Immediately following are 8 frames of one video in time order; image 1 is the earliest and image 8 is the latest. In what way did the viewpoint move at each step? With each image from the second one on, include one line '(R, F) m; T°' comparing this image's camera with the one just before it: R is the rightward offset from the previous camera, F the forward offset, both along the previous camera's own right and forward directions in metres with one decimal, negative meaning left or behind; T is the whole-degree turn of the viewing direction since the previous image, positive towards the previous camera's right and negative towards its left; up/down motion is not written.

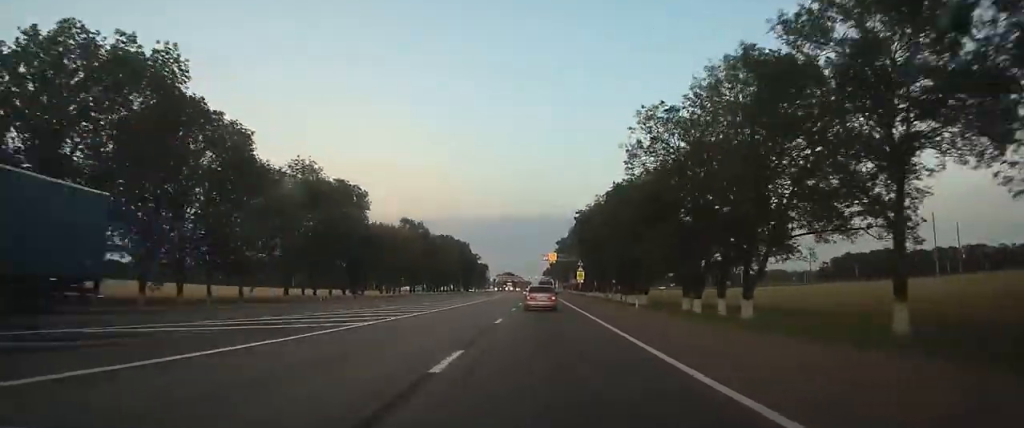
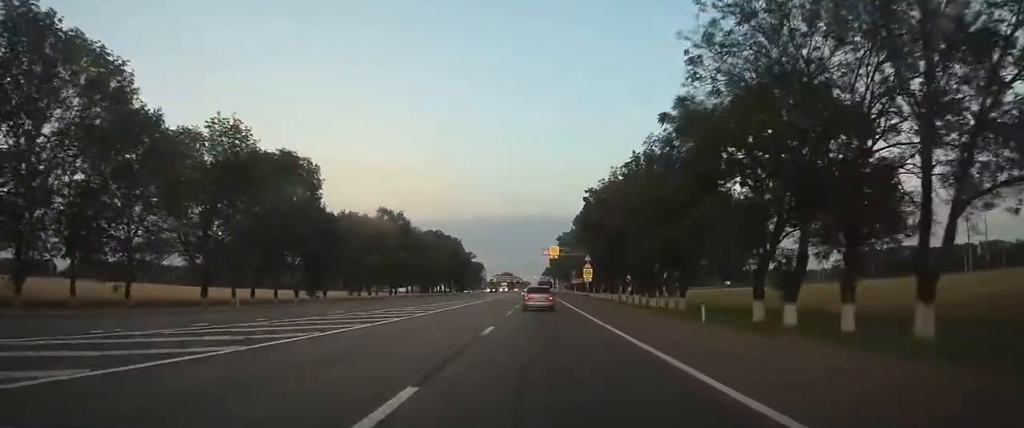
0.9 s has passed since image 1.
(0.0, +16.1) m; 0°
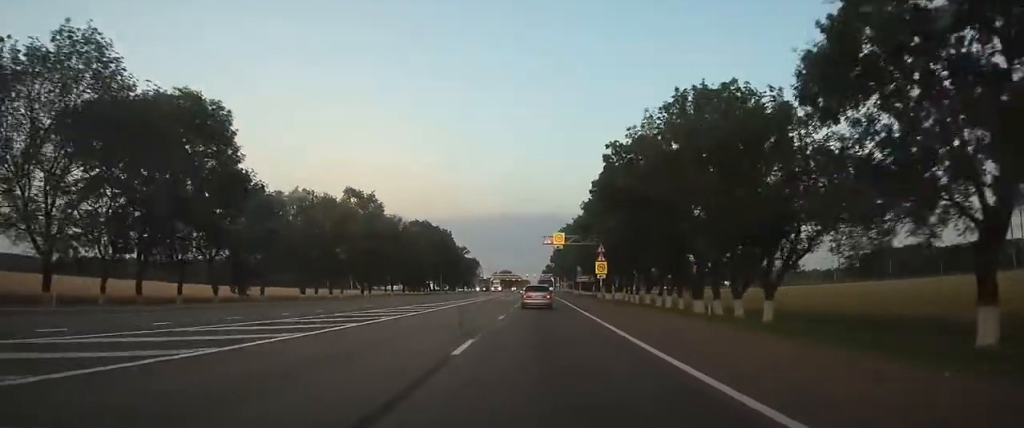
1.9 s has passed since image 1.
(0.0, +17.6) m; 0°
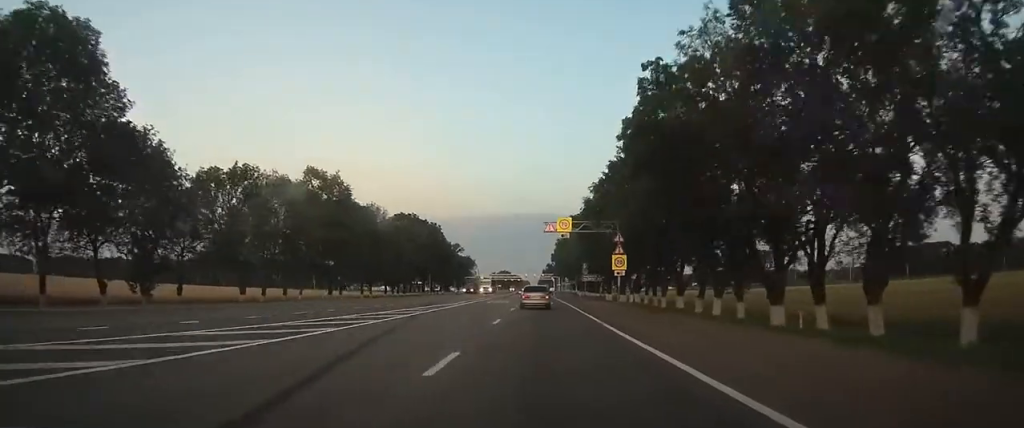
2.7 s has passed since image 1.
(0.0, +14.4) m; 0°
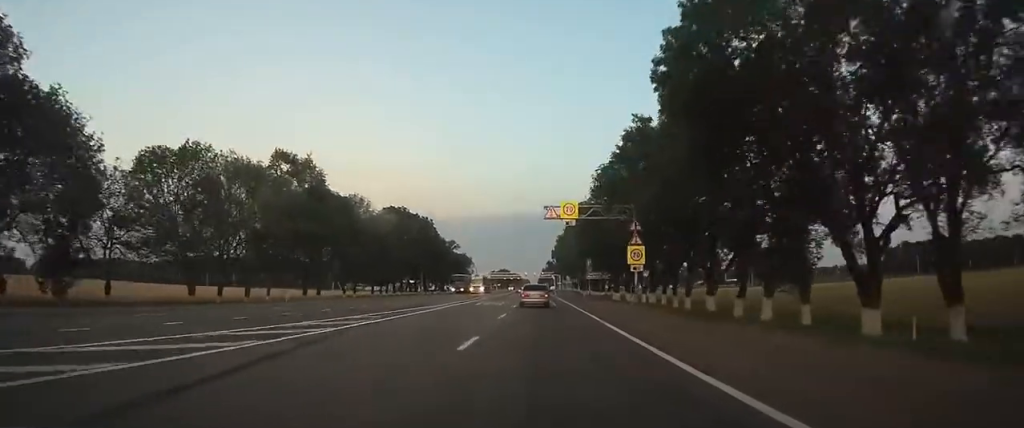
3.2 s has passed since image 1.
(0.0, +8.6) m; 0°
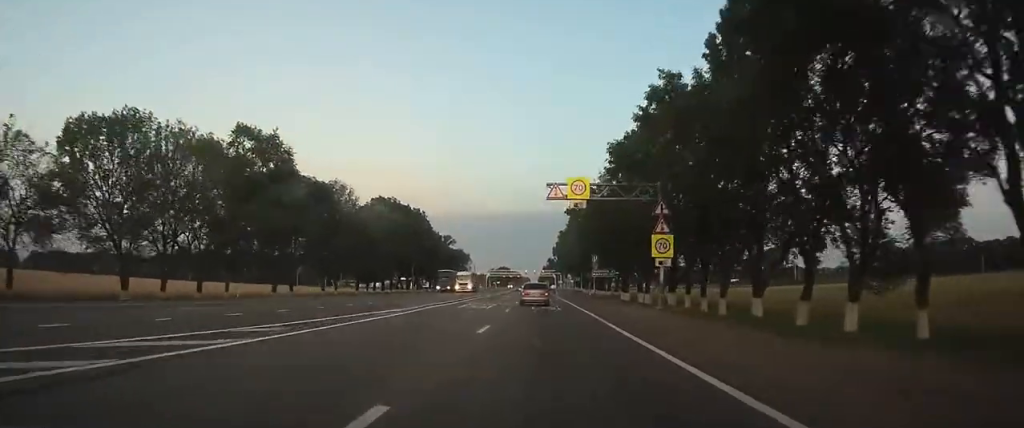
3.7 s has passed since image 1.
(0.0, +8.5) m; 0°
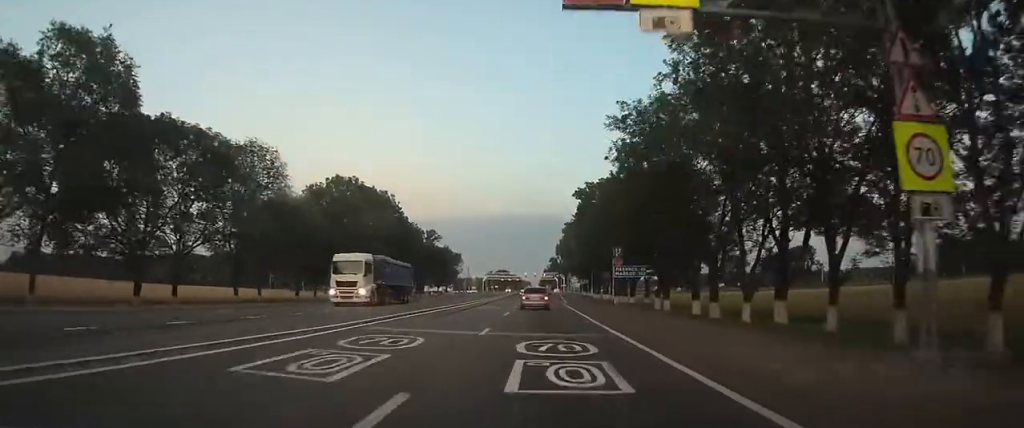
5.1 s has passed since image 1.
(0.0, +23.2) m; 0°
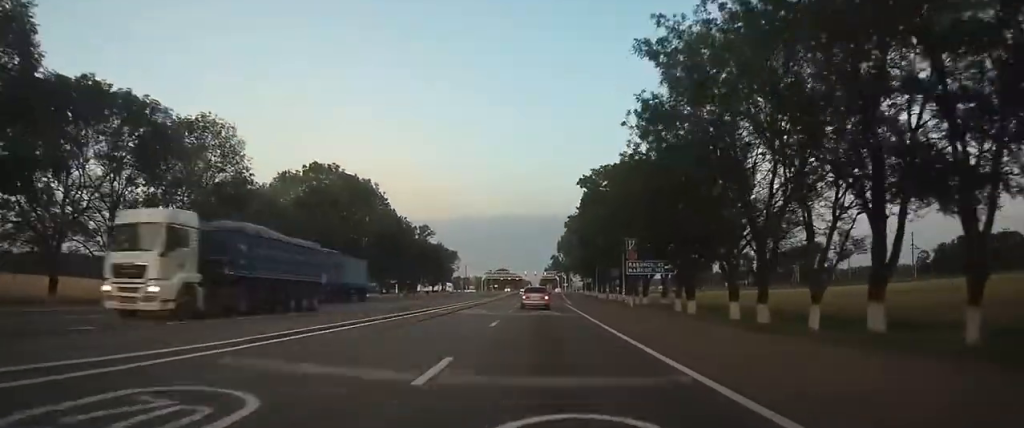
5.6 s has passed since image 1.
(0.0, +8.5) m; 0°
